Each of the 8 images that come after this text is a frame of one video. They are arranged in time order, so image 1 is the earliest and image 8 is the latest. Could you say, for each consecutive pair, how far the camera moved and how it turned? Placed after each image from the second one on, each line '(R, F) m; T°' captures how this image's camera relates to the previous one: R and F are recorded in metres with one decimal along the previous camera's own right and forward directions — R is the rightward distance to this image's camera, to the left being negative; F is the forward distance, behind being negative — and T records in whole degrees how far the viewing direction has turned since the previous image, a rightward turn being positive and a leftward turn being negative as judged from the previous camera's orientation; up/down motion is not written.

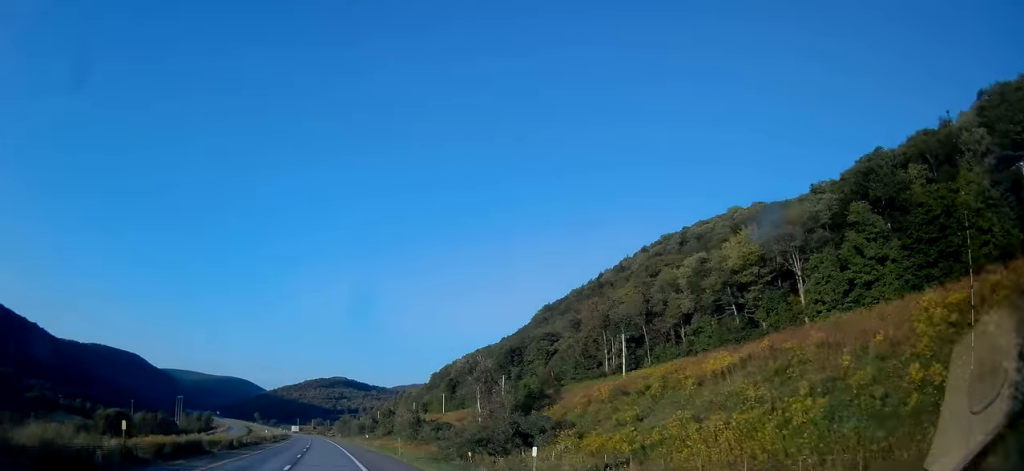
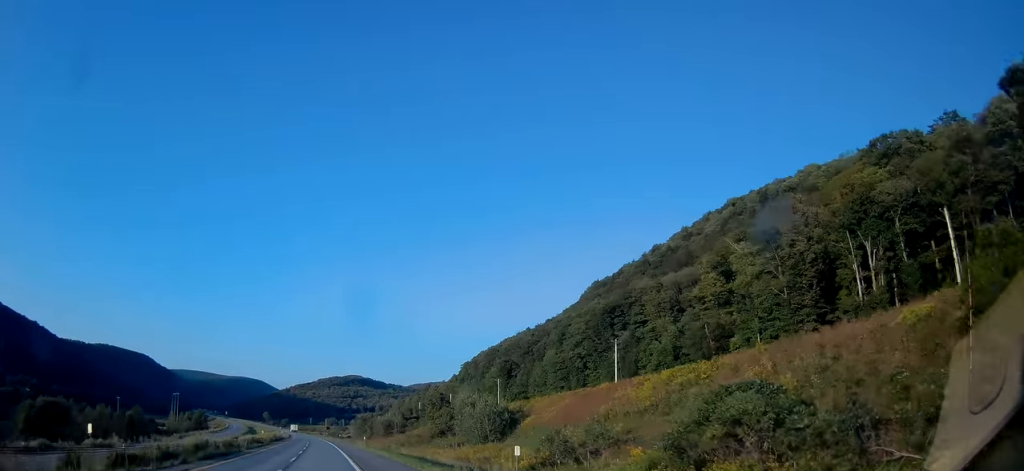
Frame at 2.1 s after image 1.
(-0.8, +62.2) m; -2°
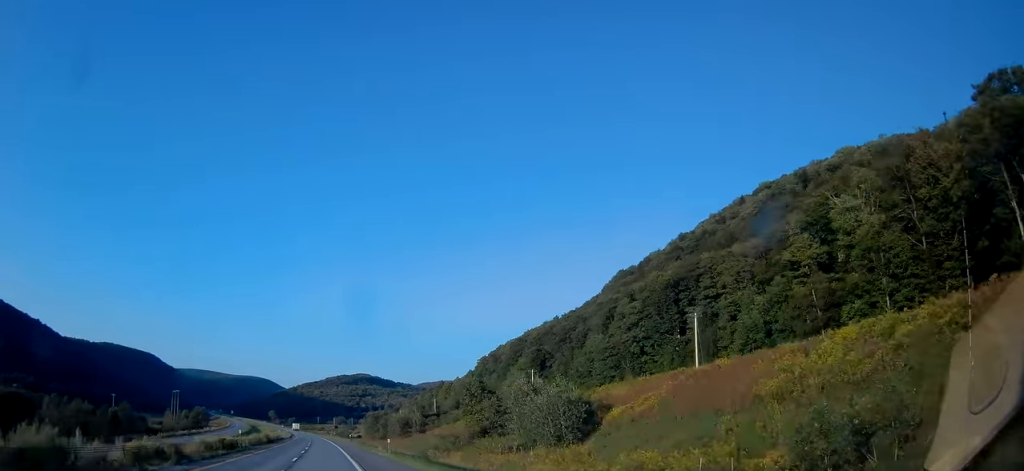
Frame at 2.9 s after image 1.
(-0.2, +23.7) m; 0°
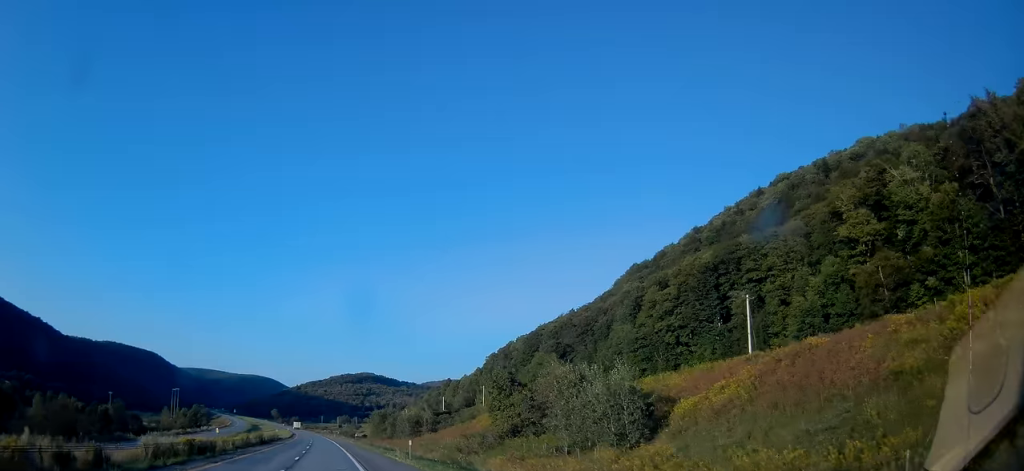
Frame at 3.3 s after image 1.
(+0.1, +11.7) m; 0°
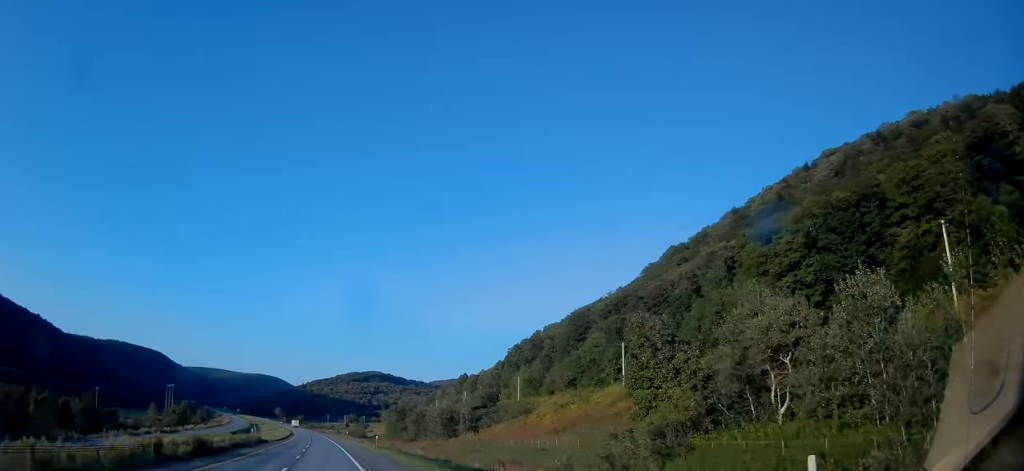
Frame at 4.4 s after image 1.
(-0.2, +32.4) m; -1°
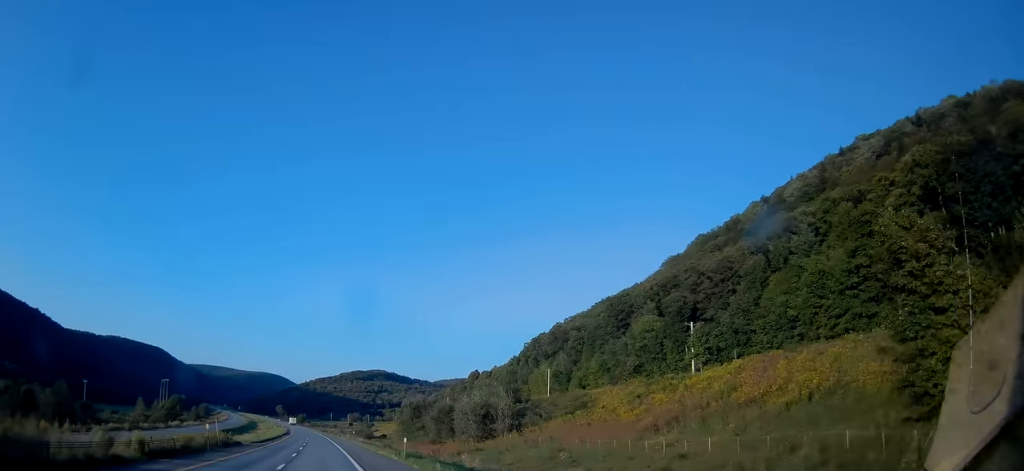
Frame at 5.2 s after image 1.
(-0.1, +21.7) m; 0°
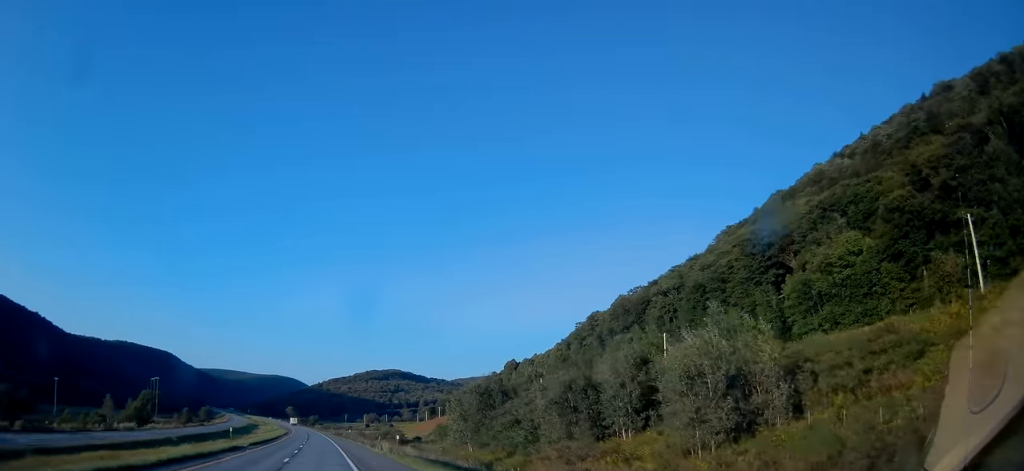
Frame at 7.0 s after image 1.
(-0.3, +57.6) m; -1°
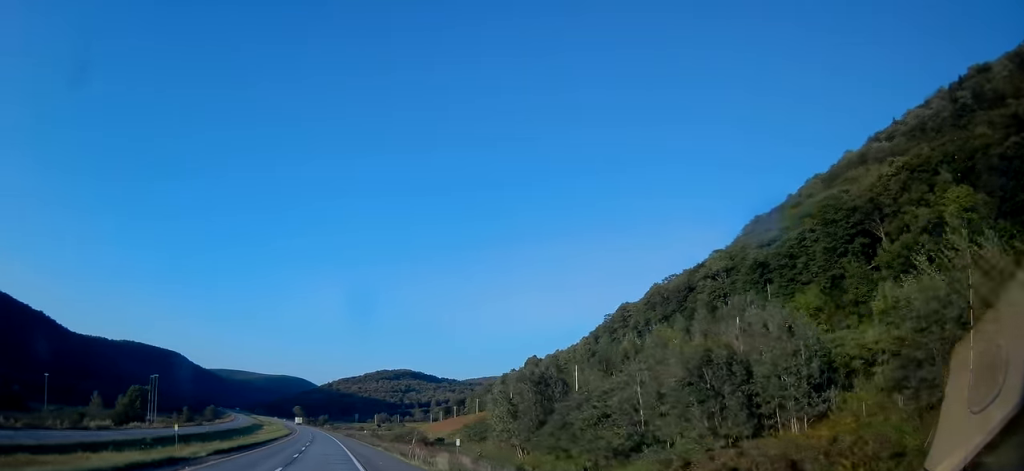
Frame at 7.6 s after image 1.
(0.0, +21.5) m; -1°
